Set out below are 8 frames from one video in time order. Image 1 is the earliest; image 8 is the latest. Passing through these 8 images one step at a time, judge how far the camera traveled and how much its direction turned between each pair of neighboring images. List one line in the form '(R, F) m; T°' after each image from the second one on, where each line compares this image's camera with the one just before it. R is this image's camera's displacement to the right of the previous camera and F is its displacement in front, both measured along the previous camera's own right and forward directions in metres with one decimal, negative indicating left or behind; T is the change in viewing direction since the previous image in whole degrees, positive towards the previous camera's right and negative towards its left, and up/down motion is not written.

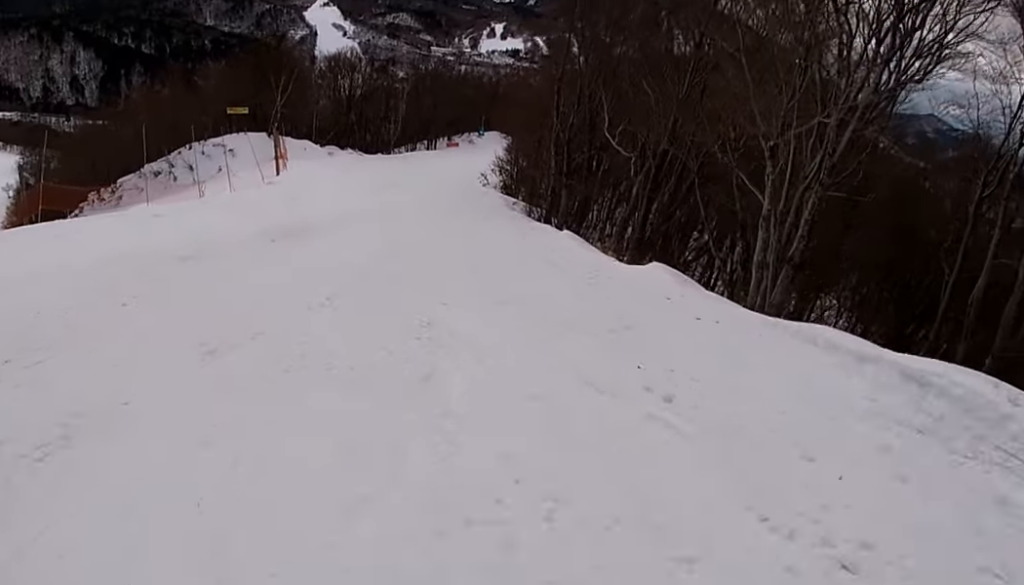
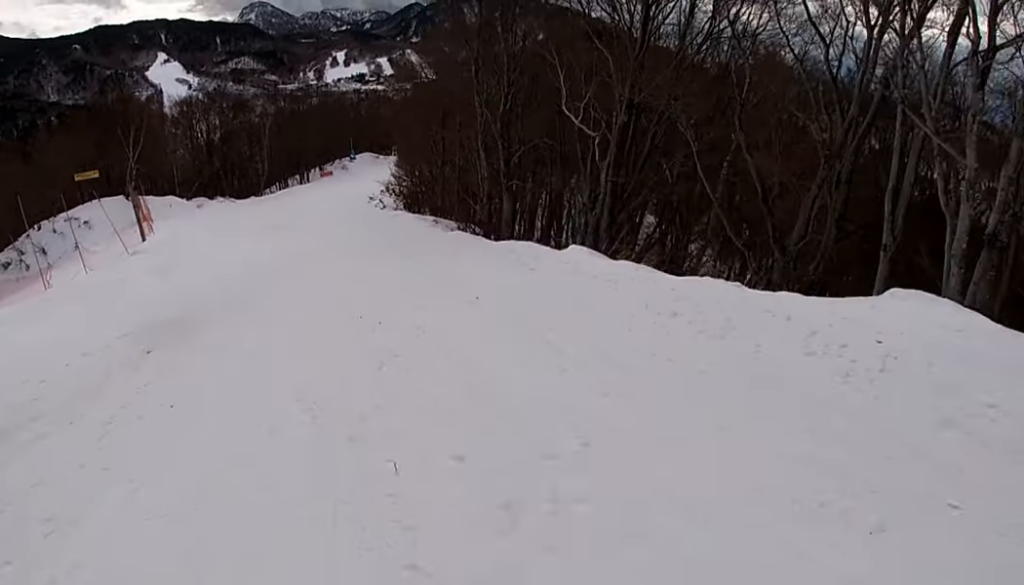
(-0.1, +6.3) m; +5°
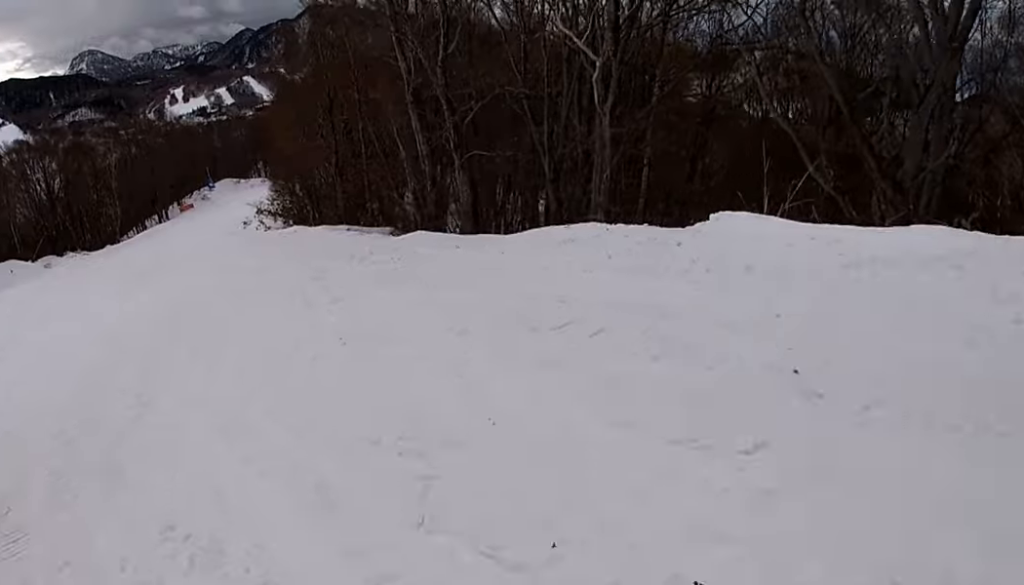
(+0.6, +6.5) m; +5°
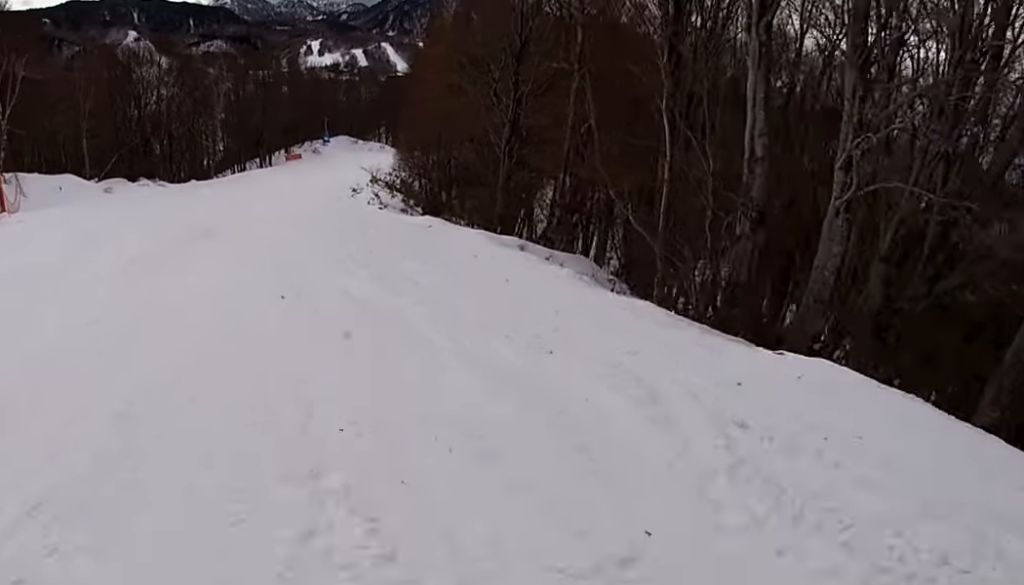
(0.0, +9.3) m; -3°
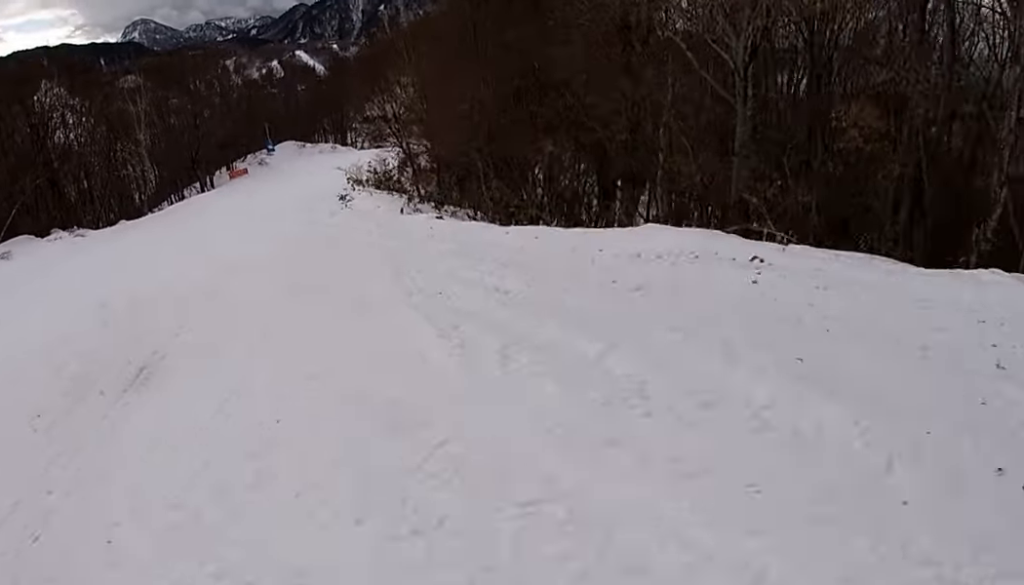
(-0.5, +10.6) m; -1°
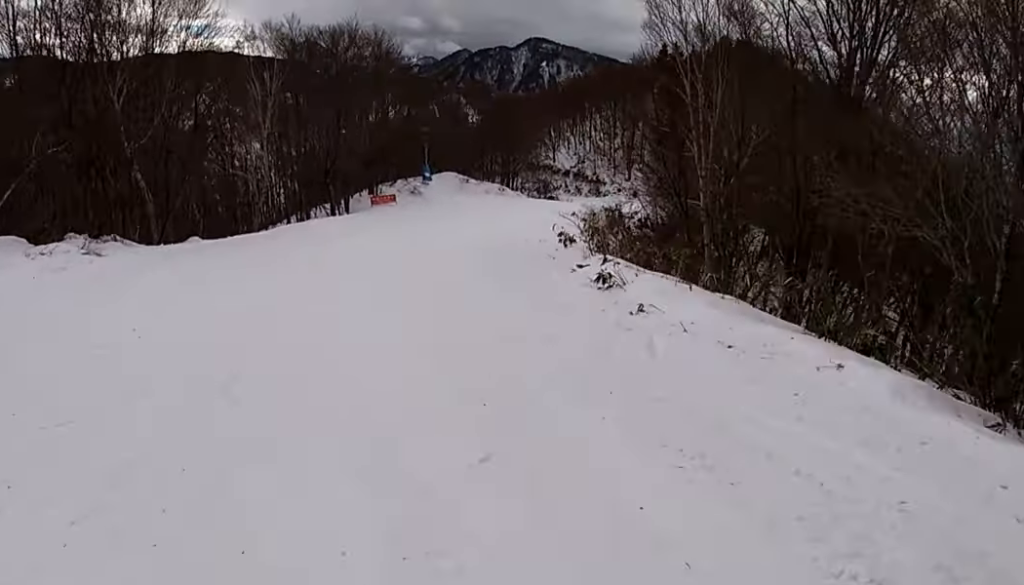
(+0.2, +15.2) m; +3°
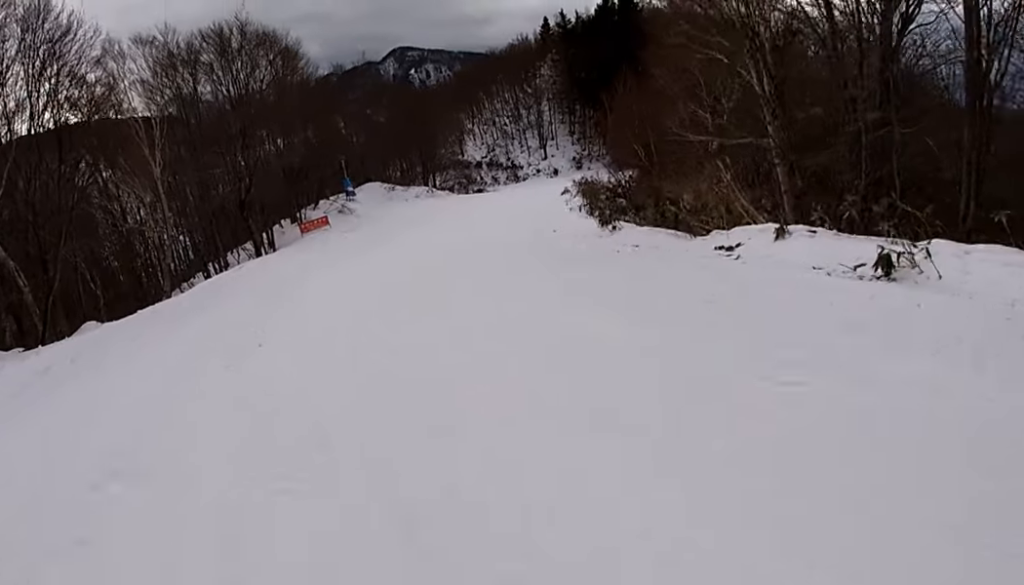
(+0.5, +7.0) m; +7°
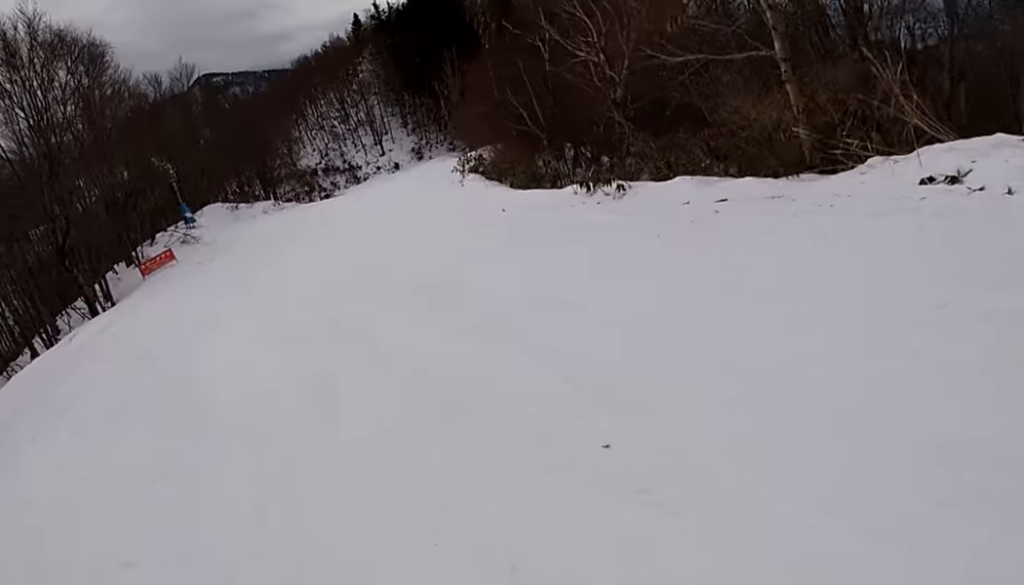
(+0.4, +6.0) m; +8°
